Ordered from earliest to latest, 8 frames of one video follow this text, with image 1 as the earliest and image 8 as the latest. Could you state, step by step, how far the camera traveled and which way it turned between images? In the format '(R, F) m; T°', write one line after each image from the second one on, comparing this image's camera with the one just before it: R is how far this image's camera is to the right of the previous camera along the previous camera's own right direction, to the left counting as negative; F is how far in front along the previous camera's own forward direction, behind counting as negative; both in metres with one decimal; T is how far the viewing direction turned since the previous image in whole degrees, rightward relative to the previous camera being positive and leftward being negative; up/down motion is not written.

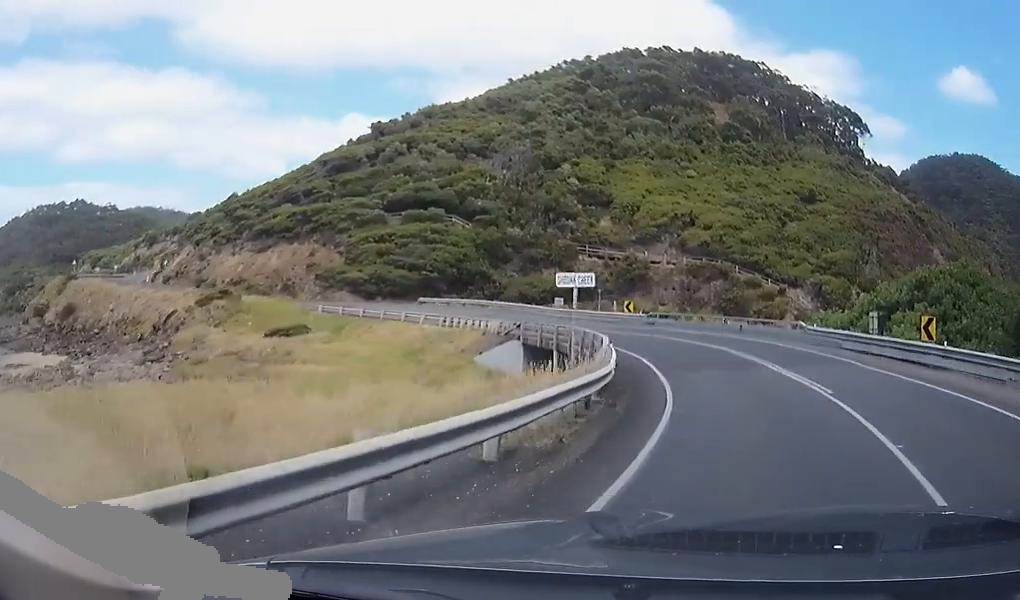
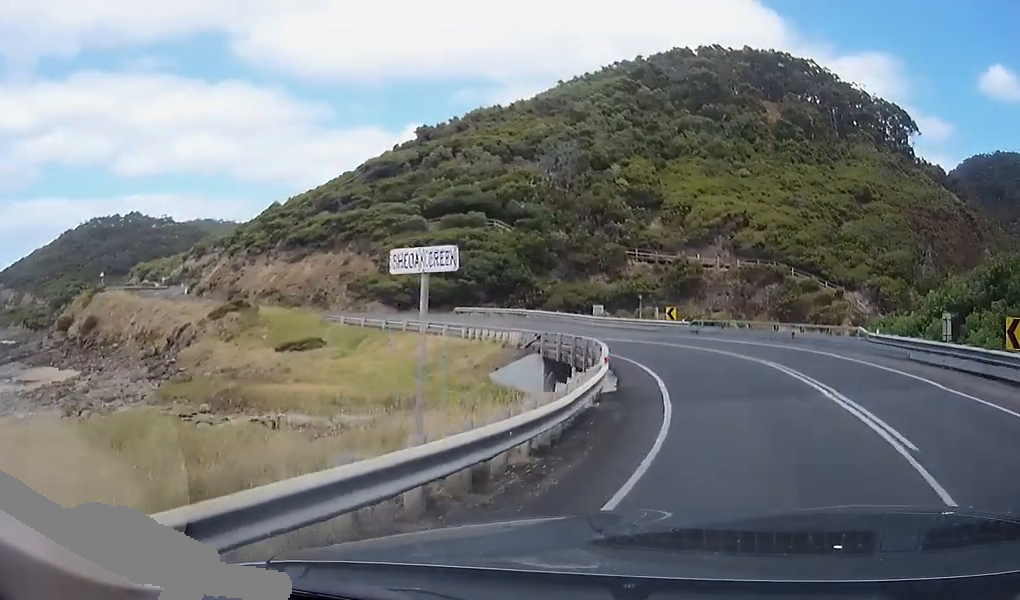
(+0.2, +5.5) m; -7°
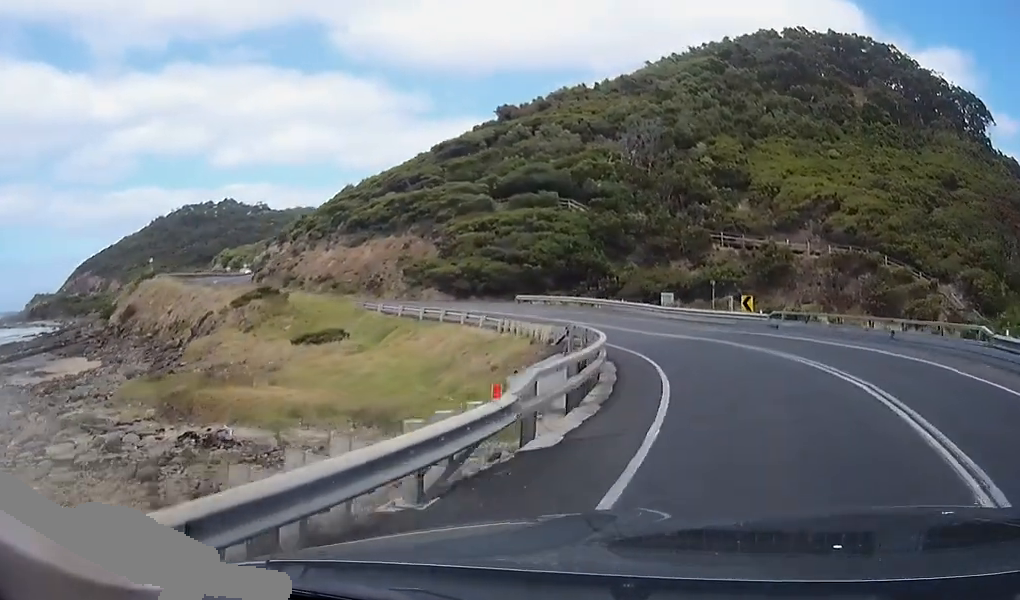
(-1.3, +8.2) m; -11°
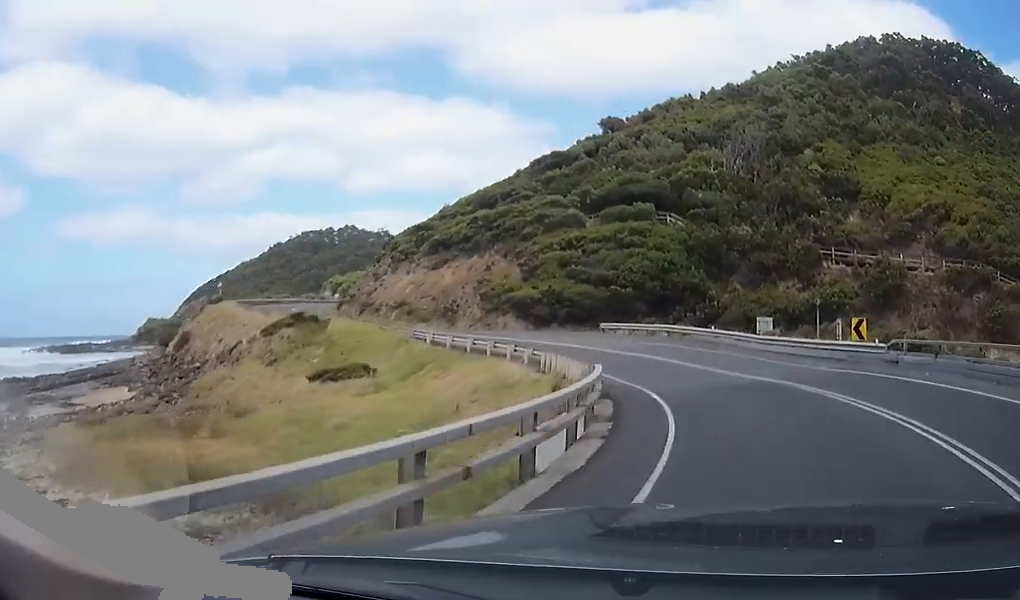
(-0.8, +9.1) m; -12°
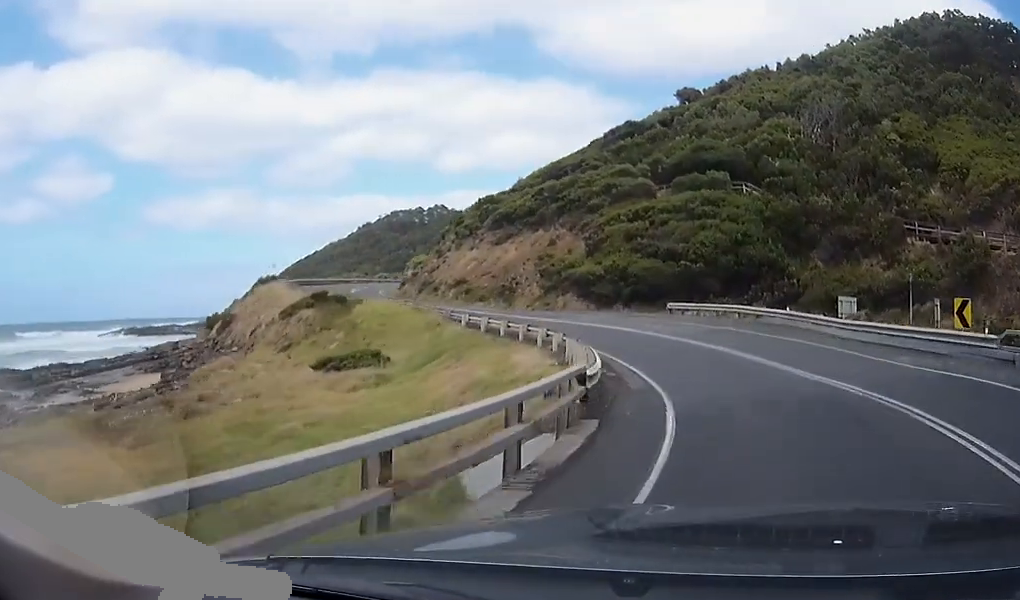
(-0.5, +6.4) m; -8°
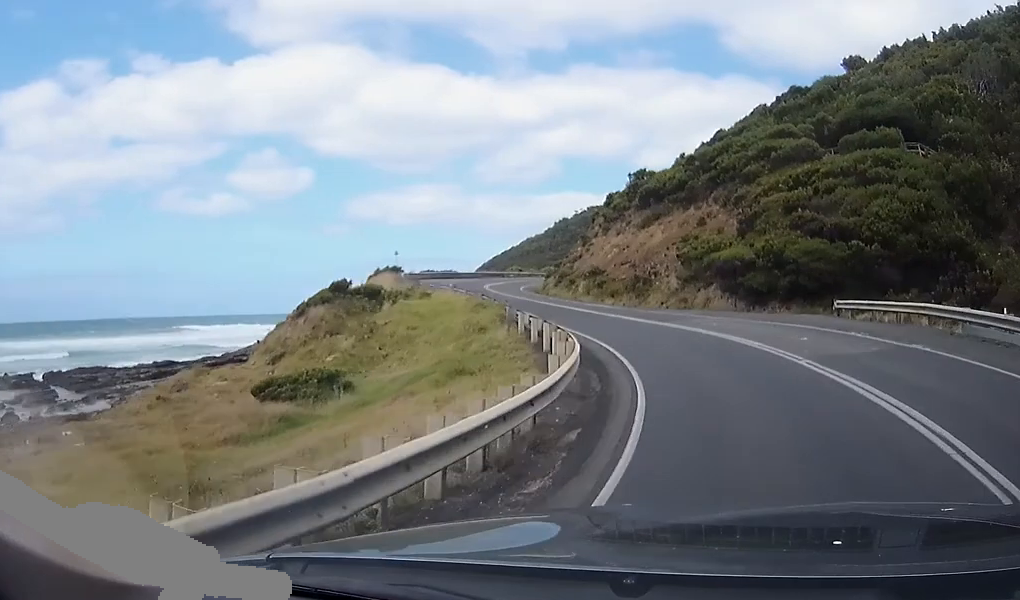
(-2.1, +13.4) m; -17°
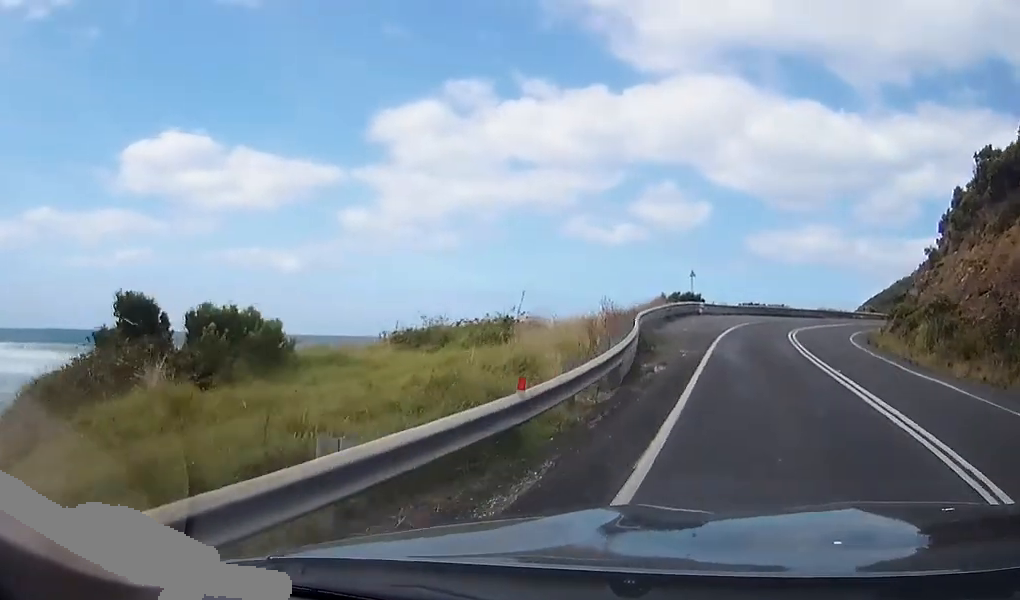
(-4.5, +22.7) m; -15°
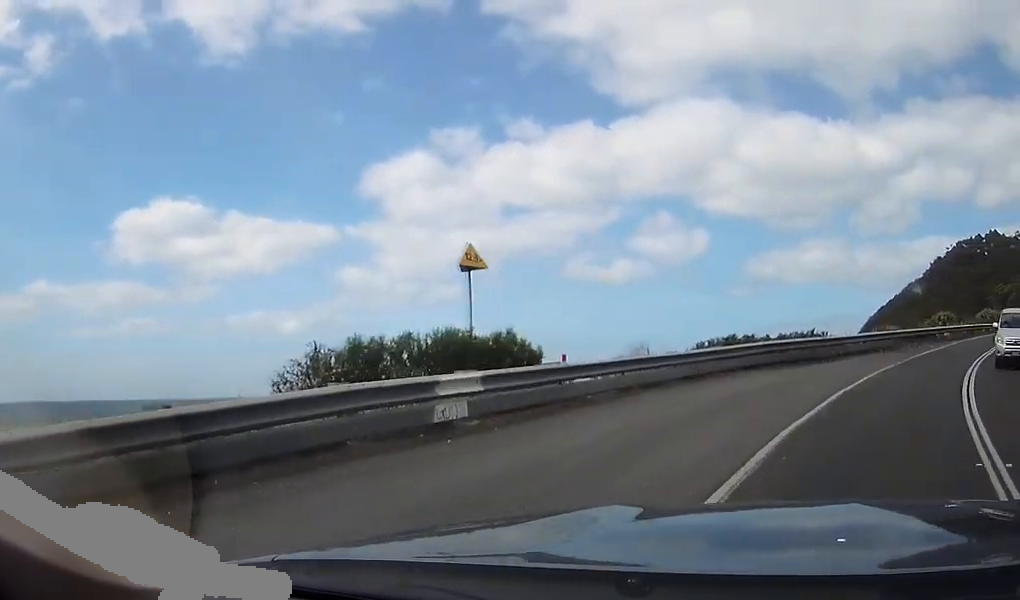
(+2.7, +34.8) m; +18°
